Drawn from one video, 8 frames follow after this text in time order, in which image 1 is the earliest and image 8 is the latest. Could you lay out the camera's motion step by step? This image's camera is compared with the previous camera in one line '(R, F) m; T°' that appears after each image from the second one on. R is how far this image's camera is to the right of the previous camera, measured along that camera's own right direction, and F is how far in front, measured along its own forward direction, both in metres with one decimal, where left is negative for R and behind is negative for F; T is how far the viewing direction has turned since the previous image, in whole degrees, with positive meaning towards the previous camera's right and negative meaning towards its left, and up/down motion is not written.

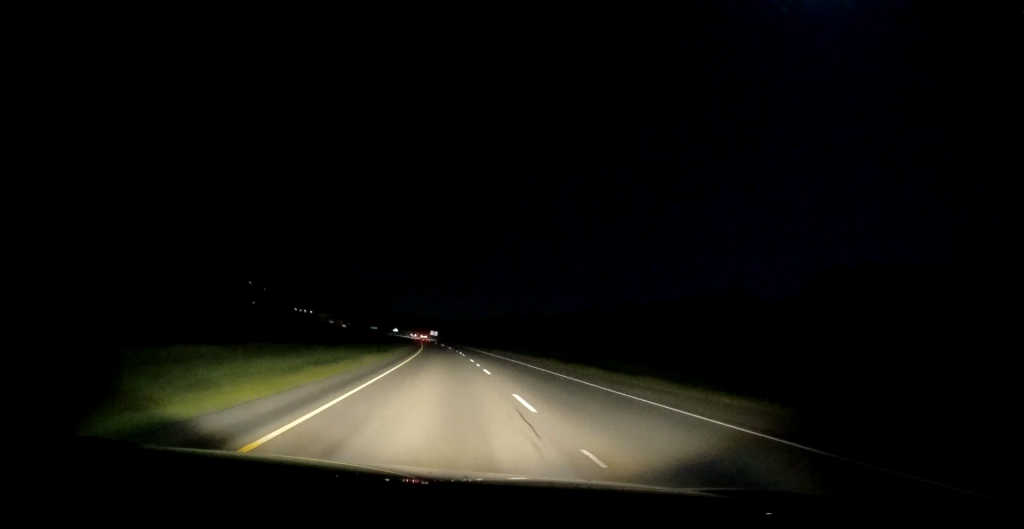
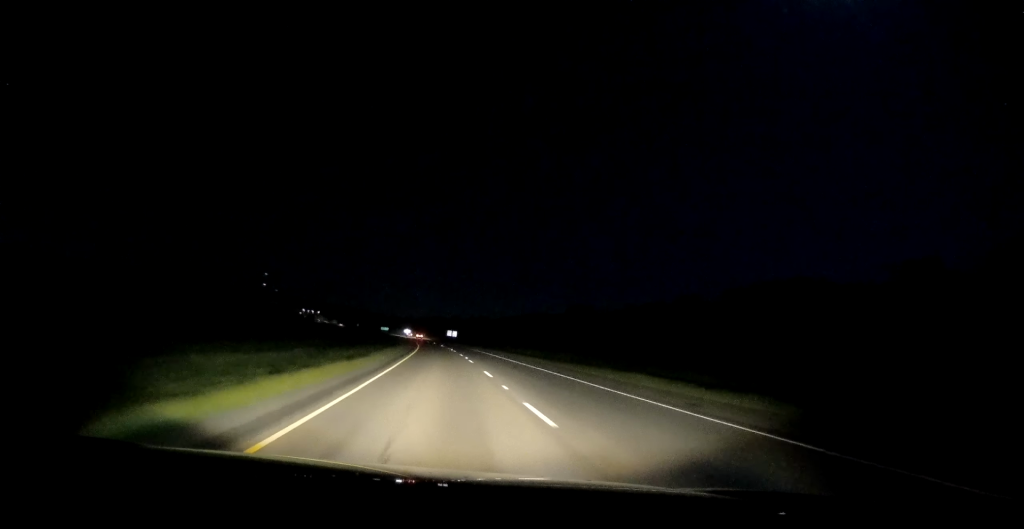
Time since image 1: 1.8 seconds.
(-0.8, +63.0) m; -3°
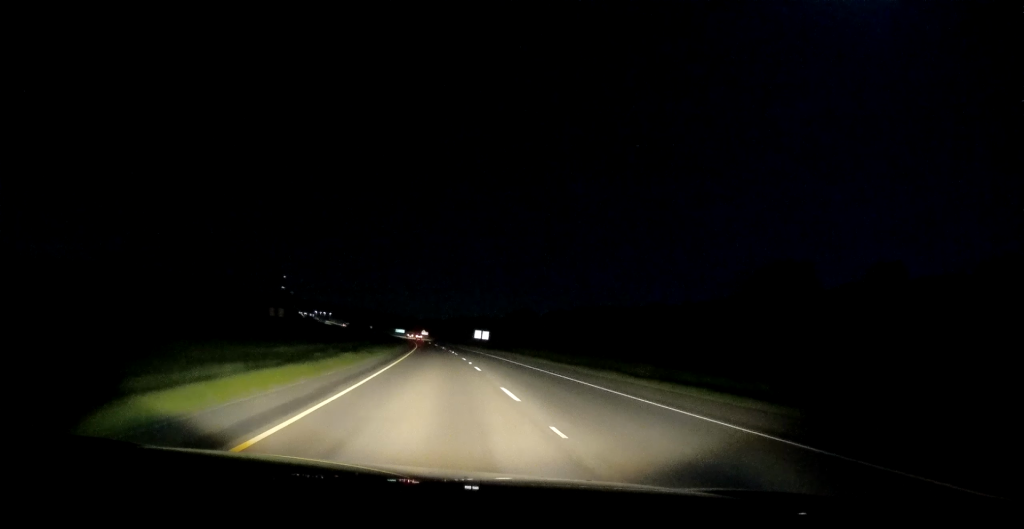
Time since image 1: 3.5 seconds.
(-0.2, +57.2) m; -1°
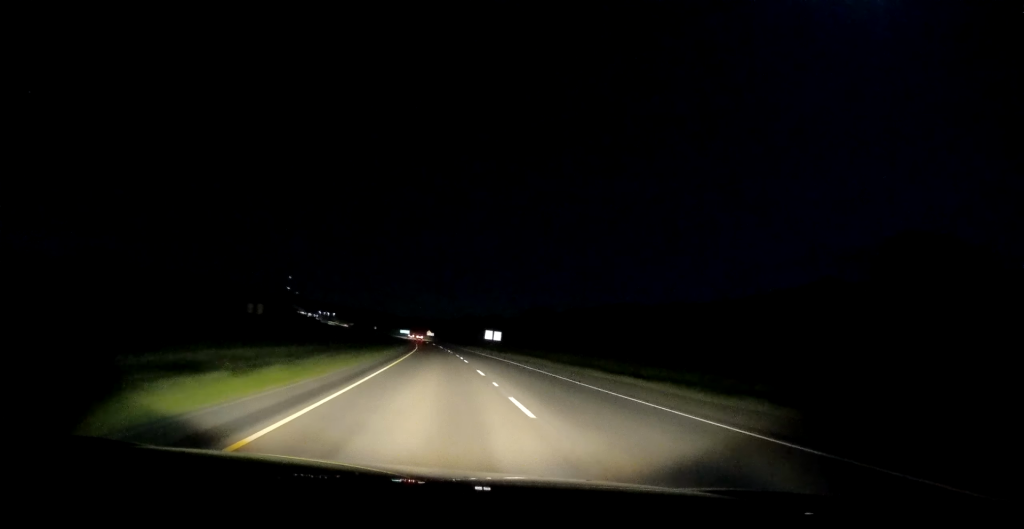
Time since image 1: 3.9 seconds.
(+0.2, +14.8) m; -1°
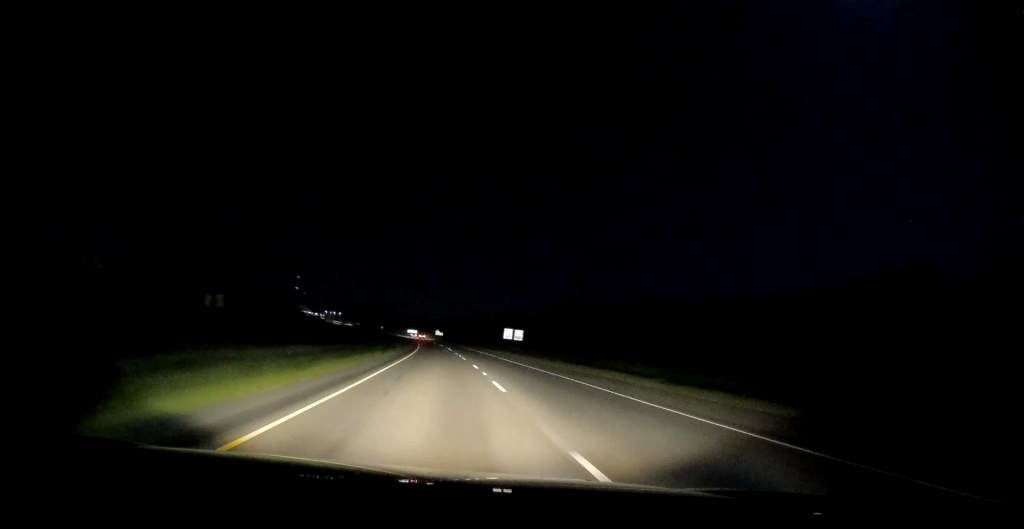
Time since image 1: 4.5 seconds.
(-0.6, +19.4) m; -1°
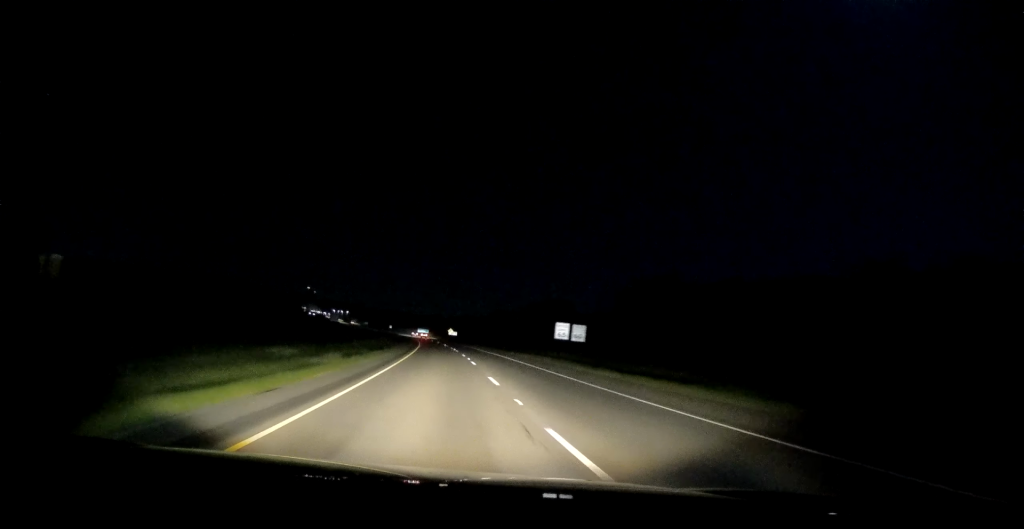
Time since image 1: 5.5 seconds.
(-0.4, +34.3) m; -1°
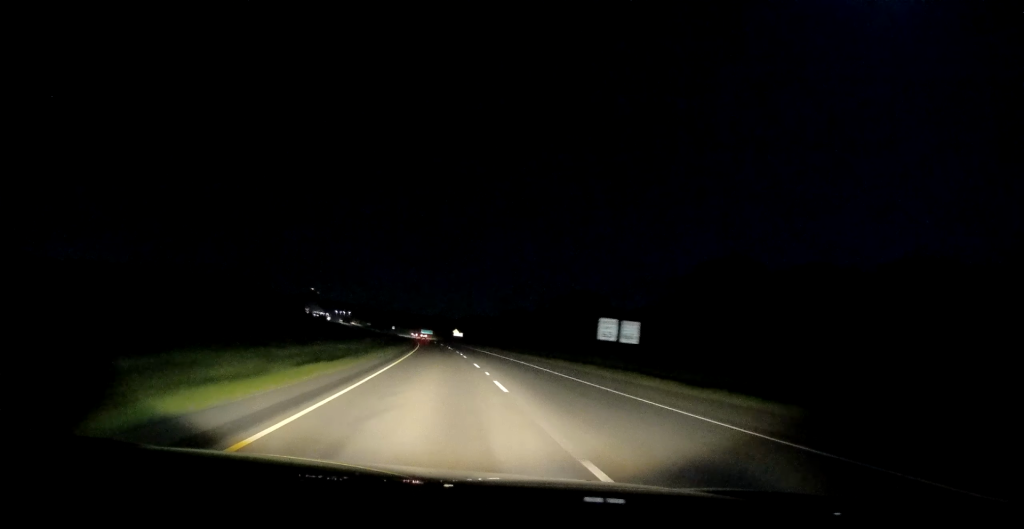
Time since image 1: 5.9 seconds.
(+0.1, +14.9) m; 0°
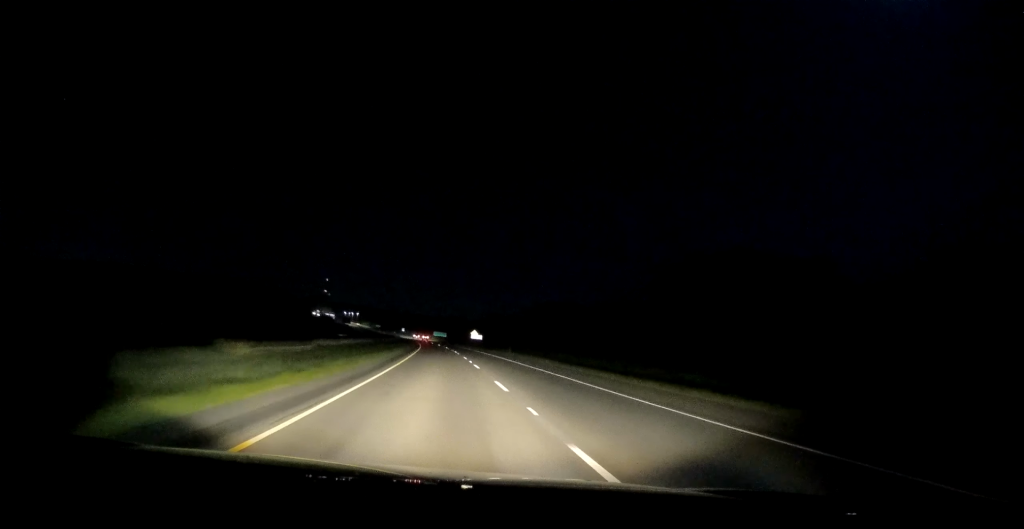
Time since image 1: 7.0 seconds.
(-0.6, +35.3) m; -2°
